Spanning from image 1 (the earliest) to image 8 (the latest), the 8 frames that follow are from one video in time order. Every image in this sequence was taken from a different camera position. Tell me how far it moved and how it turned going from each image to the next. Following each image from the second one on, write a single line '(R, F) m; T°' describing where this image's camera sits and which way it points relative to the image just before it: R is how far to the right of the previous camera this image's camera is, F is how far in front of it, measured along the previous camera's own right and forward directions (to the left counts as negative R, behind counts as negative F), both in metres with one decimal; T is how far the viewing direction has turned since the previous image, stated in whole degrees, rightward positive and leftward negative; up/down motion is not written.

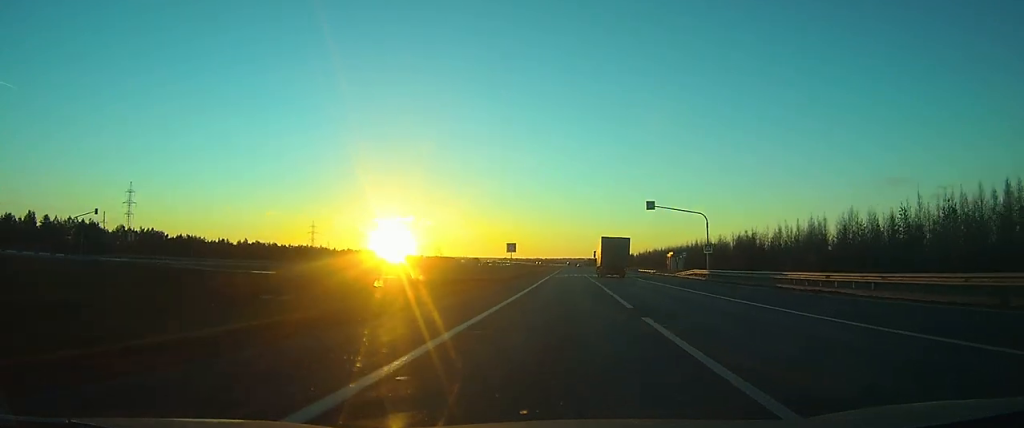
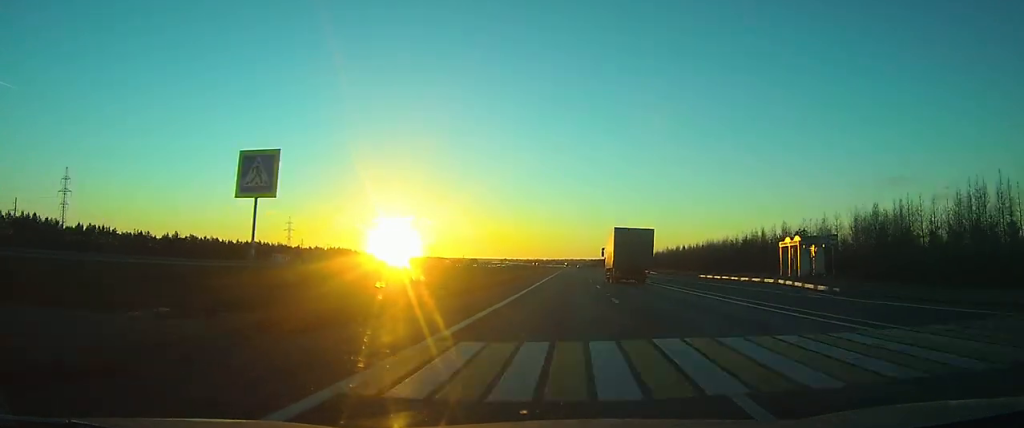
(-0.2, +58.9) m; 0°
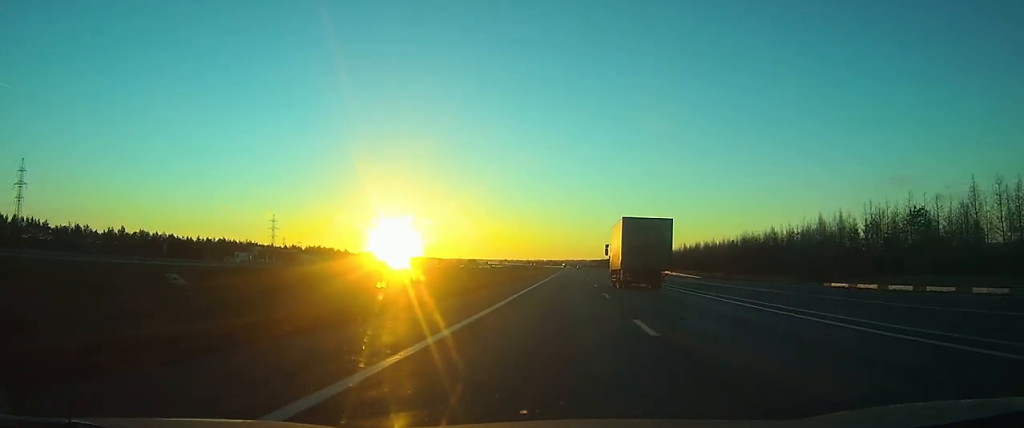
(-0.1, +32.6) m; 0°
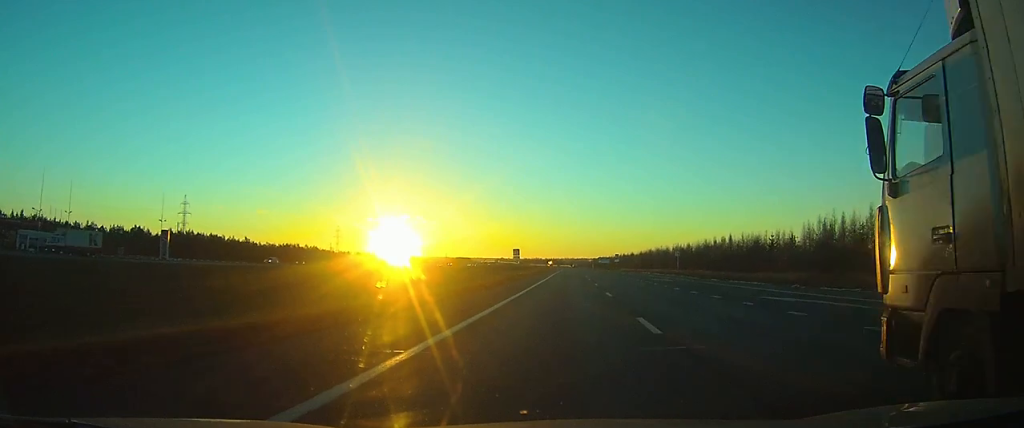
(+0.4, +126.7) m; 0°
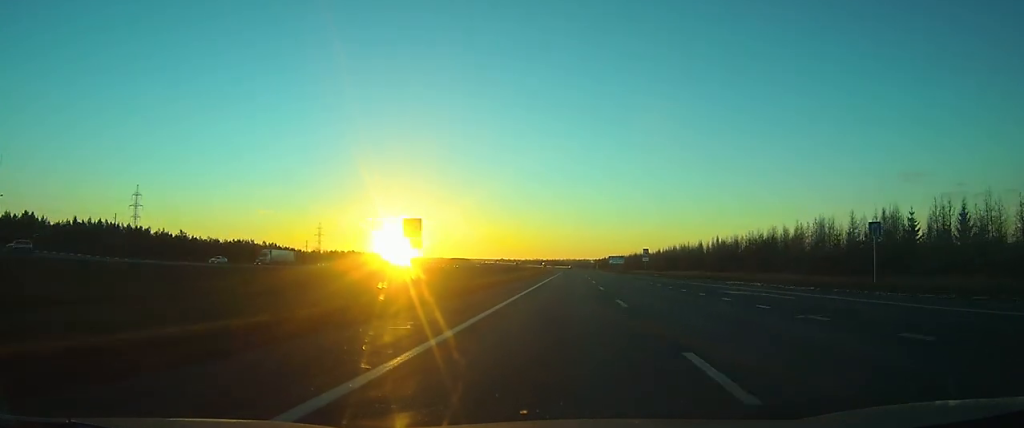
(+0.1, +54.8) m; 0°
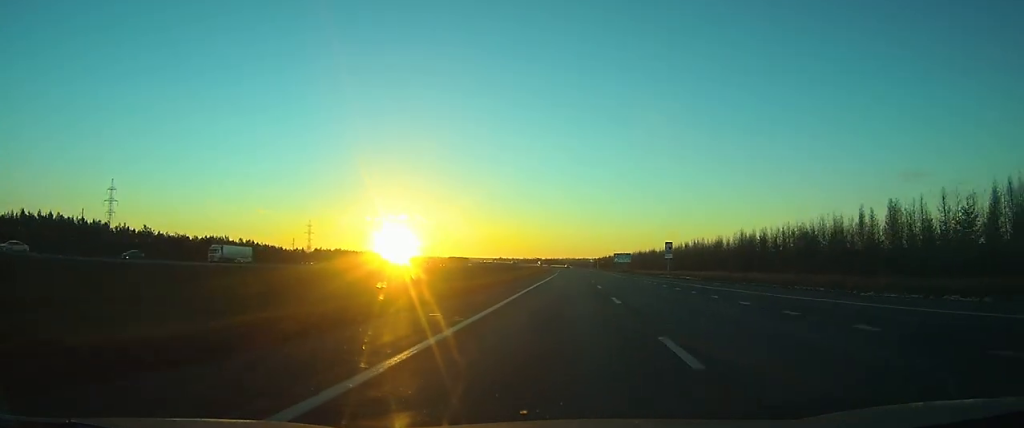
(-0.1, +23.0) m; 0°
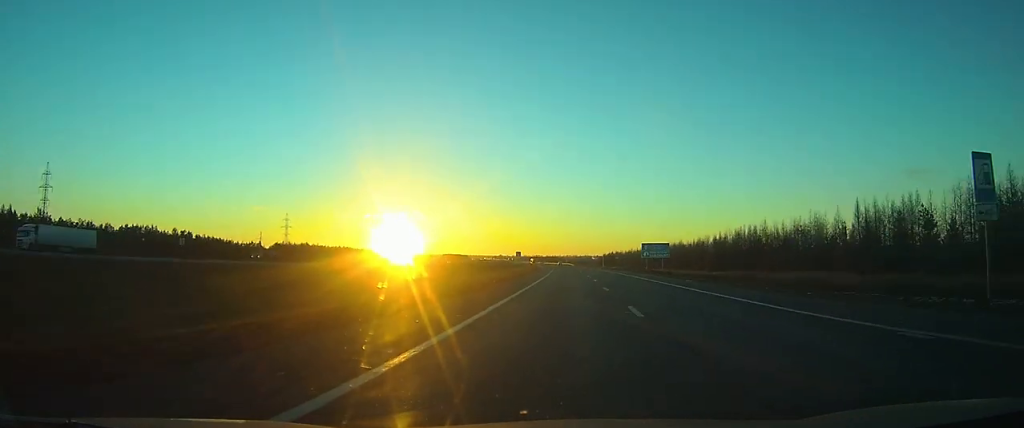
(-0.2, +53.9) m; 0°
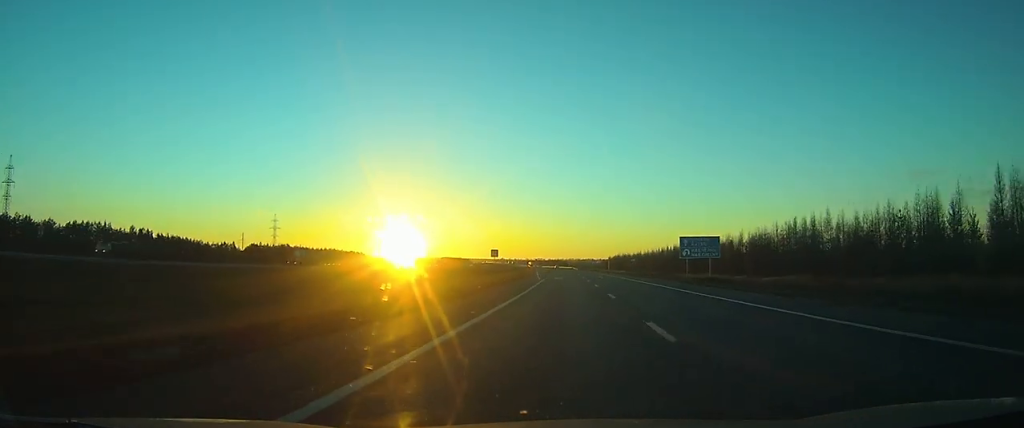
(0.0, +27.3) m; 0°
